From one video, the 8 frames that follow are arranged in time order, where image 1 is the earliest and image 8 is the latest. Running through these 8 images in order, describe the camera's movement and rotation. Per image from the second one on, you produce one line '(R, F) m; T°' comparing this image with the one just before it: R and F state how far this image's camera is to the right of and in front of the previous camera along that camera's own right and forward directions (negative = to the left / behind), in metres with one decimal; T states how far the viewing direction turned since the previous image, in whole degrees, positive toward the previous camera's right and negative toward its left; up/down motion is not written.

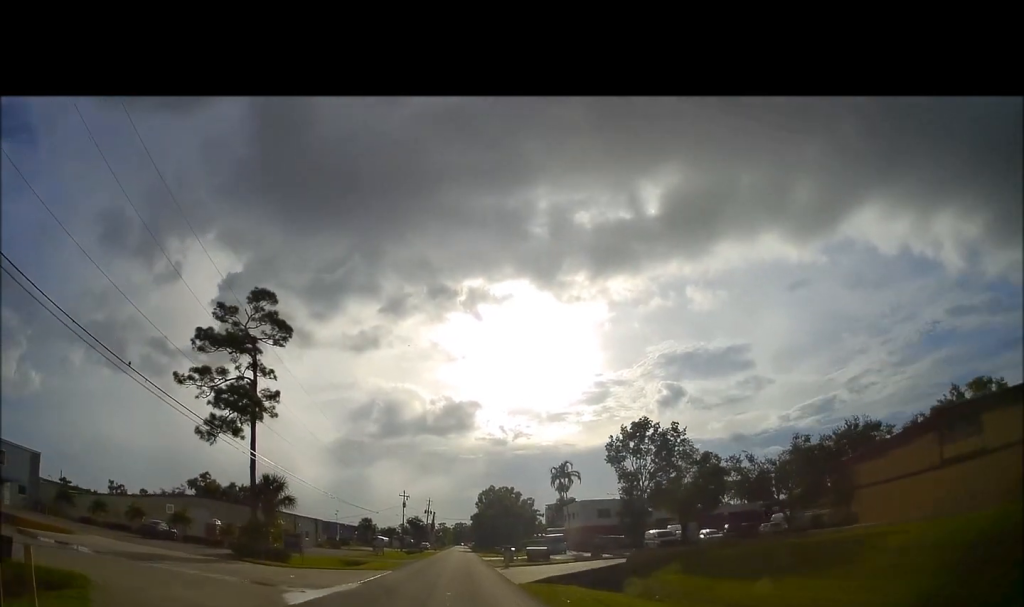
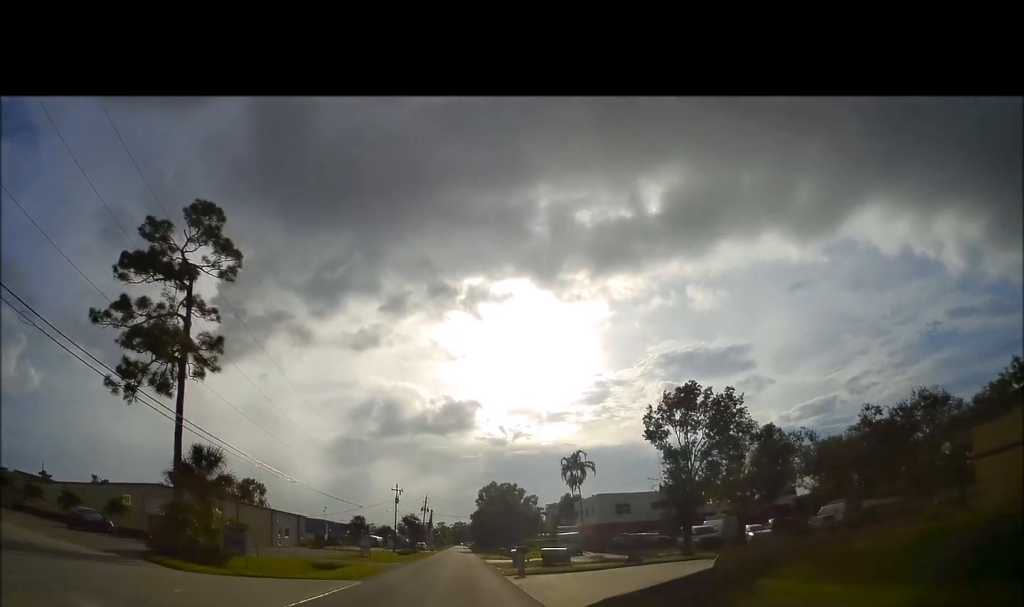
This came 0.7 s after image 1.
(+0.2, +10.1) m; +1°
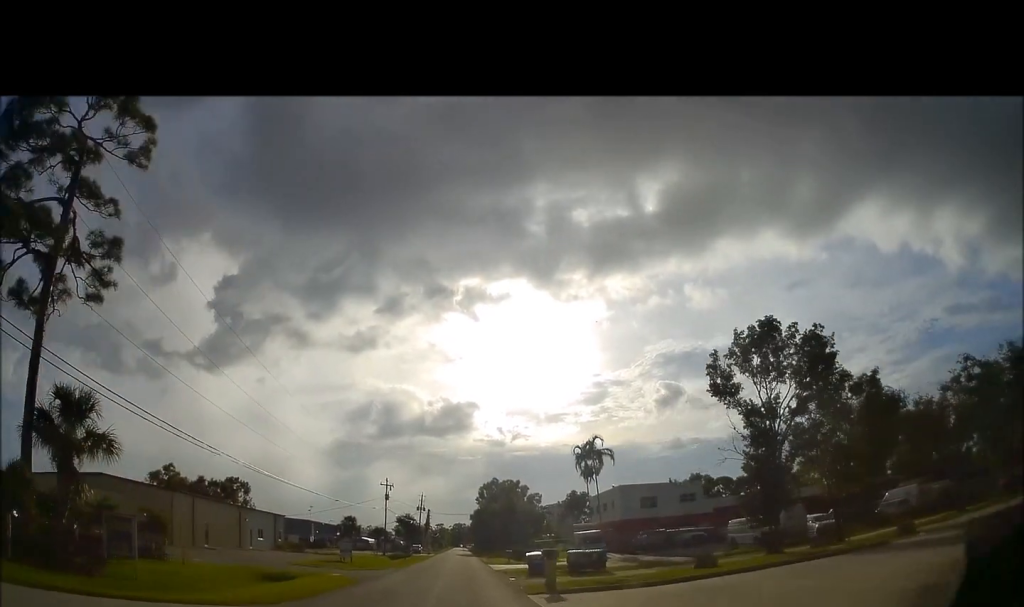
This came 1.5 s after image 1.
(0.0, +10.5) m; 0°
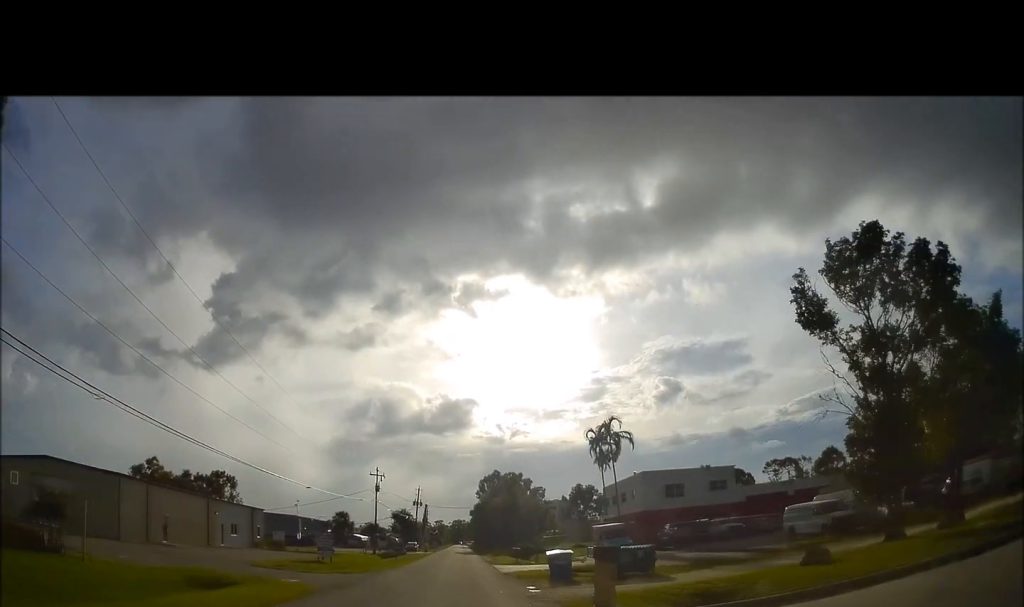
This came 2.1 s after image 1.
(0.0, +8.2) m; 0°
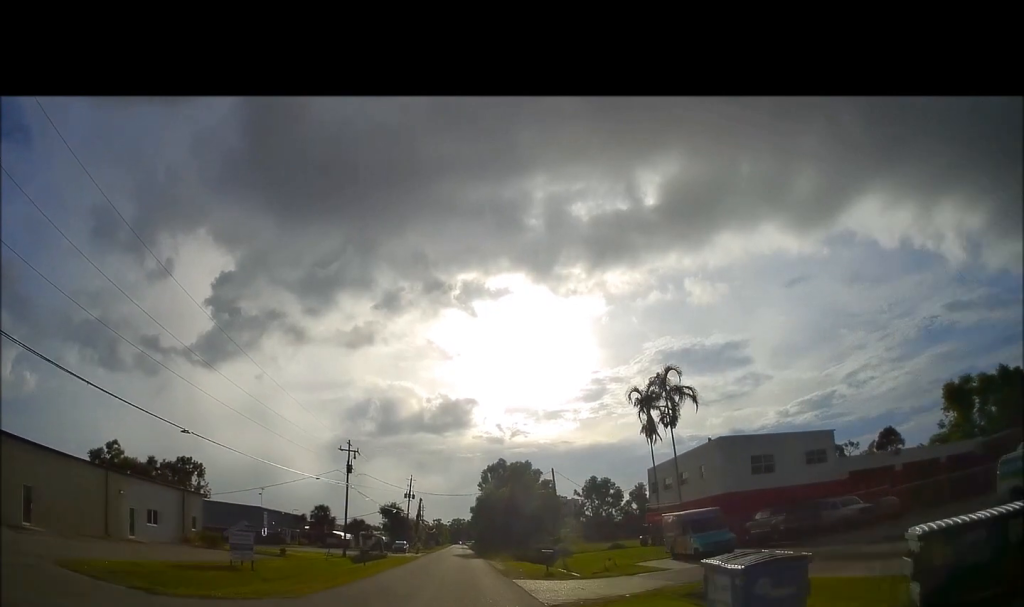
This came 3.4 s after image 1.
(0.0, +17.0) m; -2°
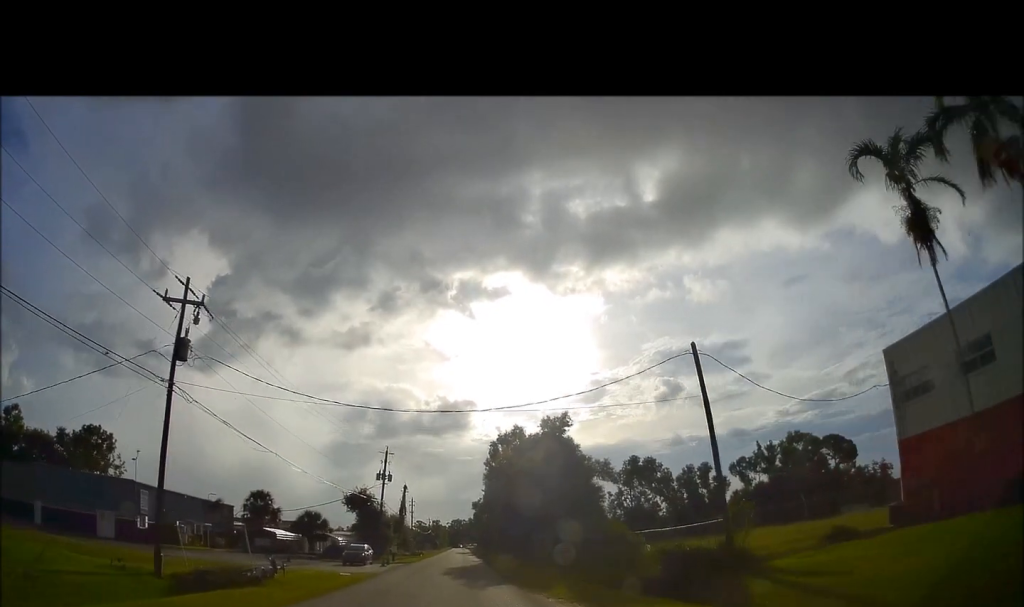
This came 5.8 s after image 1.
(0.0, +31.9) m; +2°
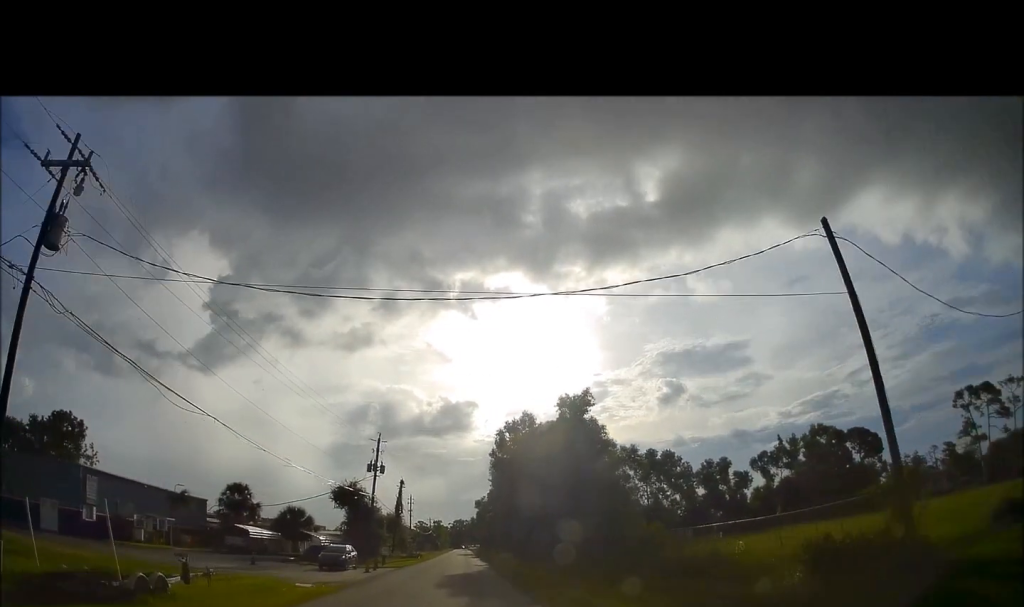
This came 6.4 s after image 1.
(0.0, +8.4) m; 0°
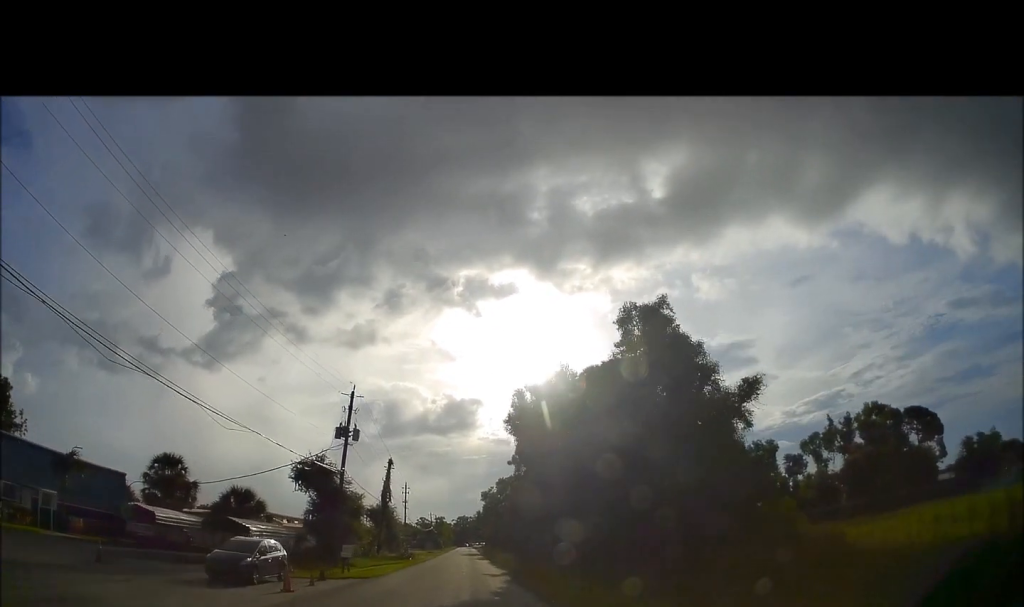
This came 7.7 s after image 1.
(-0.2, +17.0) m; -2°
